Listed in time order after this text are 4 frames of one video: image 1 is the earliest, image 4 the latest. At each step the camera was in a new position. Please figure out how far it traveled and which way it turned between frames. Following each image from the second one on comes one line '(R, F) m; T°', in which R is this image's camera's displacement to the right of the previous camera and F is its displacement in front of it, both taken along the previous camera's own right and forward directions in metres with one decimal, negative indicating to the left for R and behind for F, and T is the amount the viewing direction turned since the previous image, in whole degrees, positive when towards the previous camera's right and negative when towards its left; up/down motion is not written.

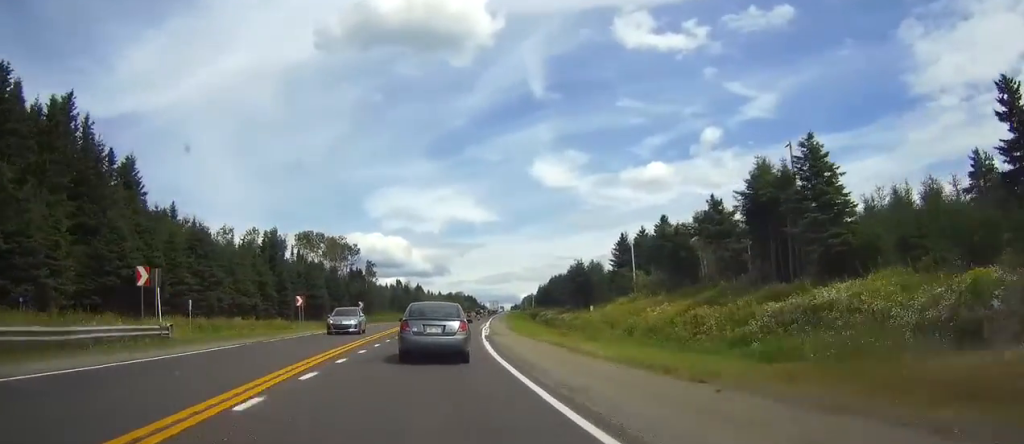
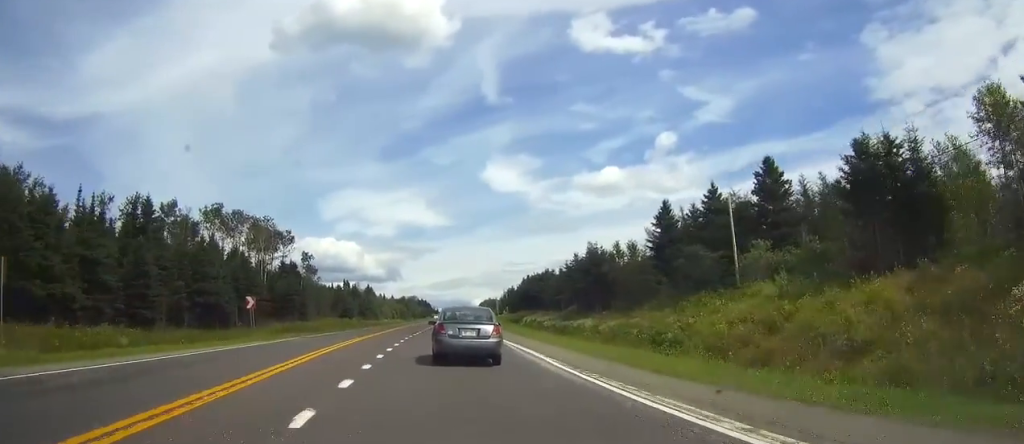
(+1.4, +40.2) m; +4°
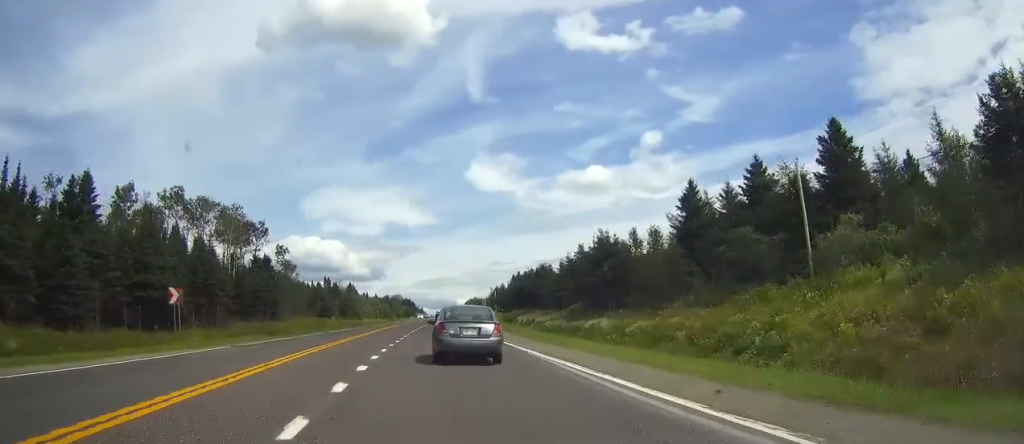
(+0.1, +12.6) m; +1°
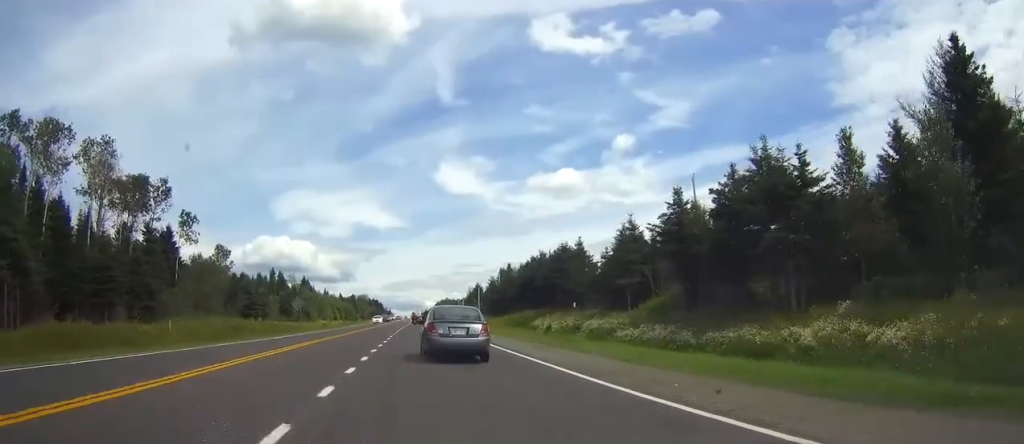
(+1.0, +44.1) m; +3°
